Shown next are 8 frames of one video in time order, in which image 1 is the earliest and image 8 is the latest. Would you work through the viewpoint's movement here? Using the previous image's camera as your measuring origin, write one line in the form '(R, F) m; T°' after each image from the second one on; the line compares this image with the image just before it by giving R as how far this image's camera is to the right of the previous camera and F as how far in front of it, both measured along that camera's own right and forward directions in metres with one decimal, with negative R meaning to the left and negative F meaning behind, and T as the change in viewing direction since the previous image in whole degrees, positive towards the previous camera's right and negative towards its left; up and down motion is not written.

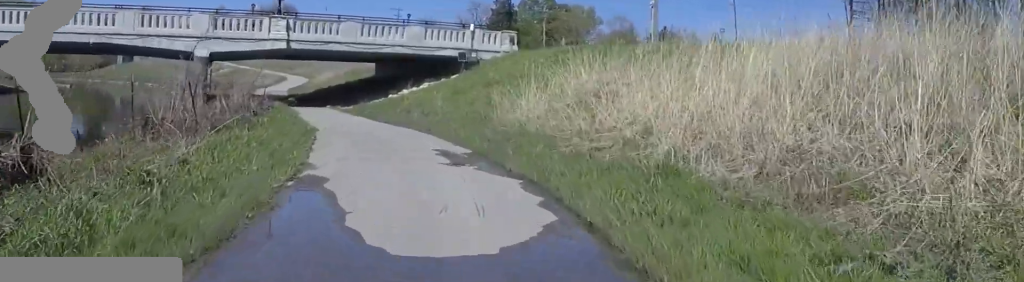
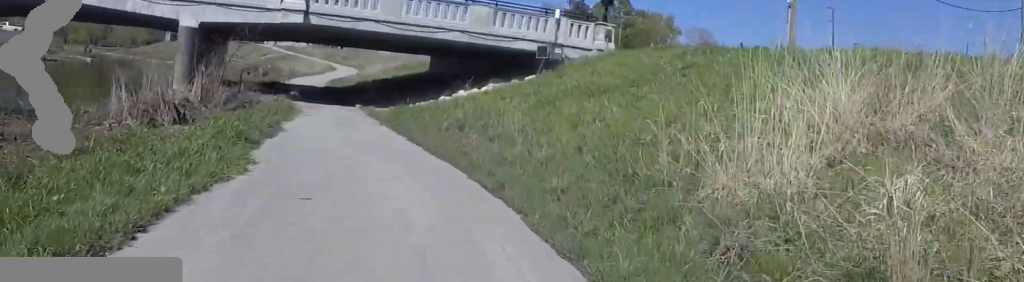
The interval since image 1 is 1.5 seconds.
(-0.2, +9.1) m; -8°
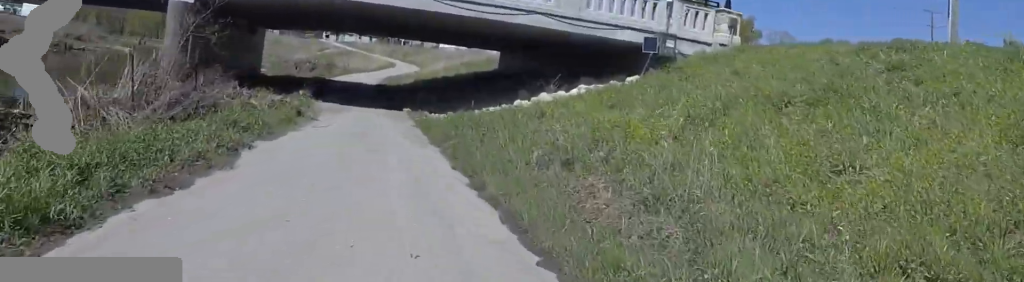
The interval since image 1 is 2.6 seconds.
(-0.5, +6.8) m; +1°
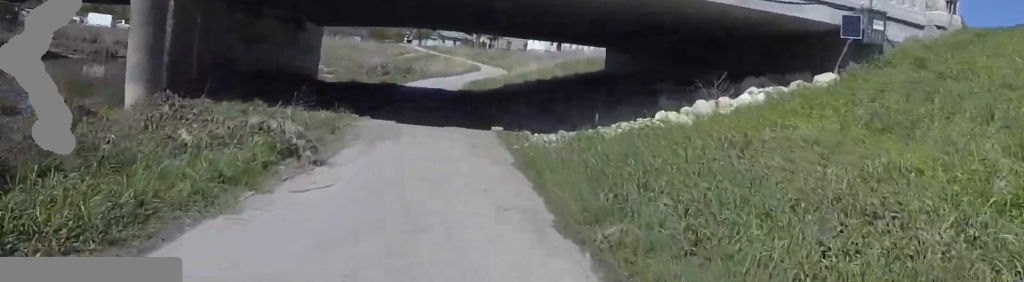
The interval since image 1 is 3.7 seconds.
(+0.5, +7.6) m; -3°
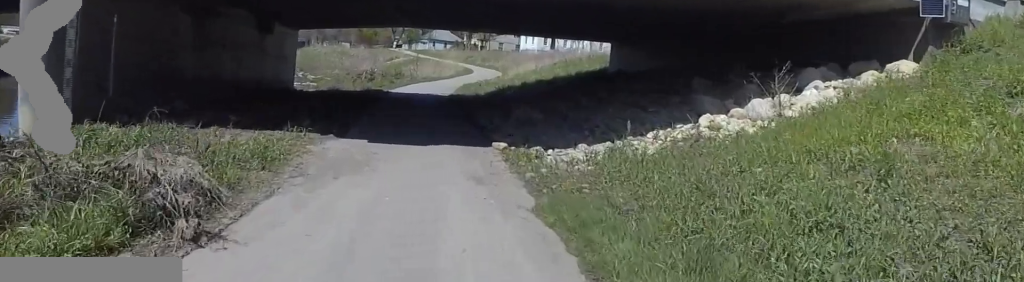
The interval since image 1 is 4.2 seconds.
(-0.3, +3.4) m; -4°
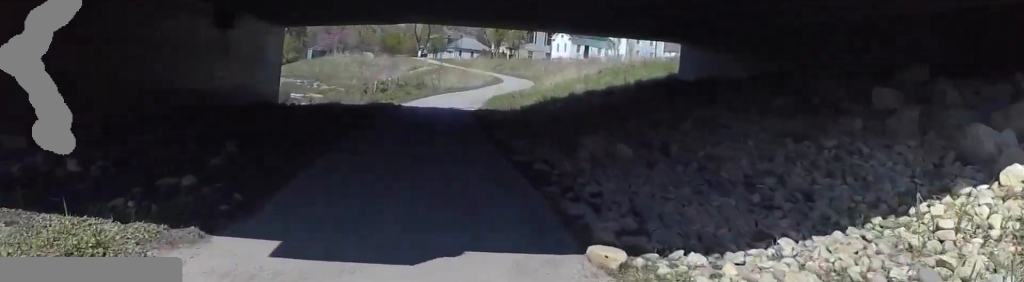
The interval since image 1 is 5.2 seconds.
(-0.2, +7.0) m; -2°
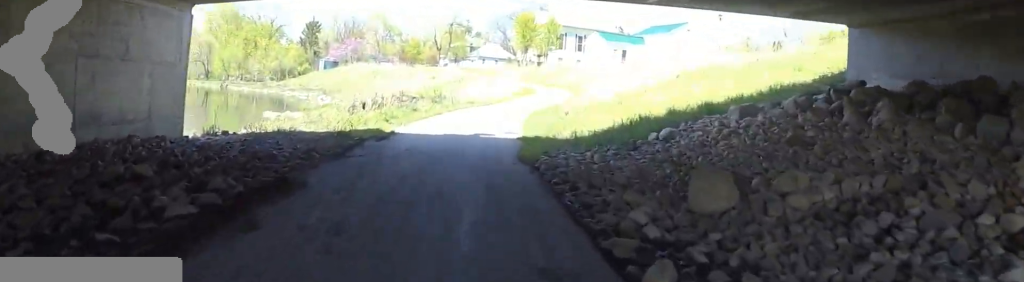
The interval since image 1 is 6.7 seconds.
(0.0, +9.7) m; 0°
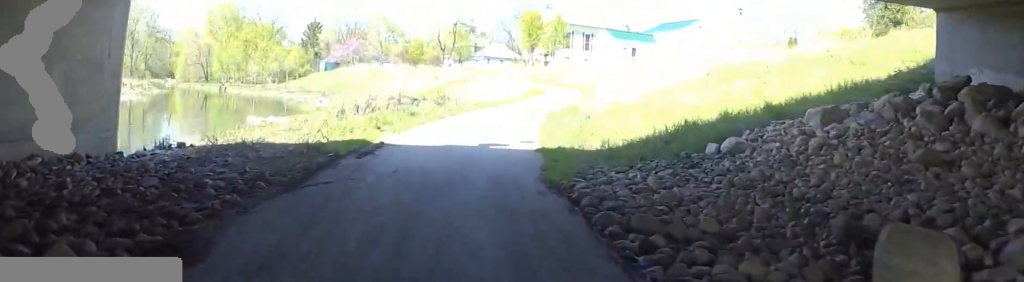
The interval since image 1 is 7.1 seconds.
(0.0, +2.8) m; 0°
